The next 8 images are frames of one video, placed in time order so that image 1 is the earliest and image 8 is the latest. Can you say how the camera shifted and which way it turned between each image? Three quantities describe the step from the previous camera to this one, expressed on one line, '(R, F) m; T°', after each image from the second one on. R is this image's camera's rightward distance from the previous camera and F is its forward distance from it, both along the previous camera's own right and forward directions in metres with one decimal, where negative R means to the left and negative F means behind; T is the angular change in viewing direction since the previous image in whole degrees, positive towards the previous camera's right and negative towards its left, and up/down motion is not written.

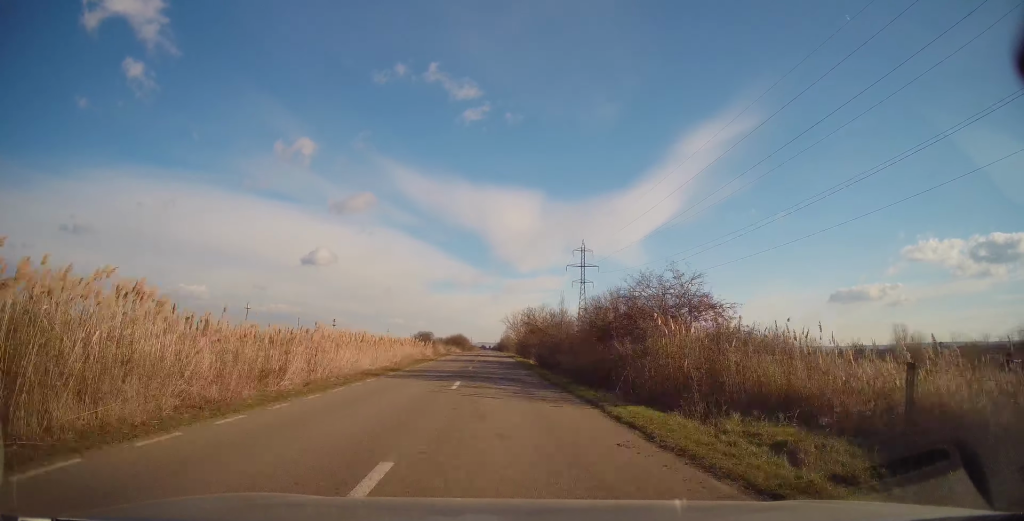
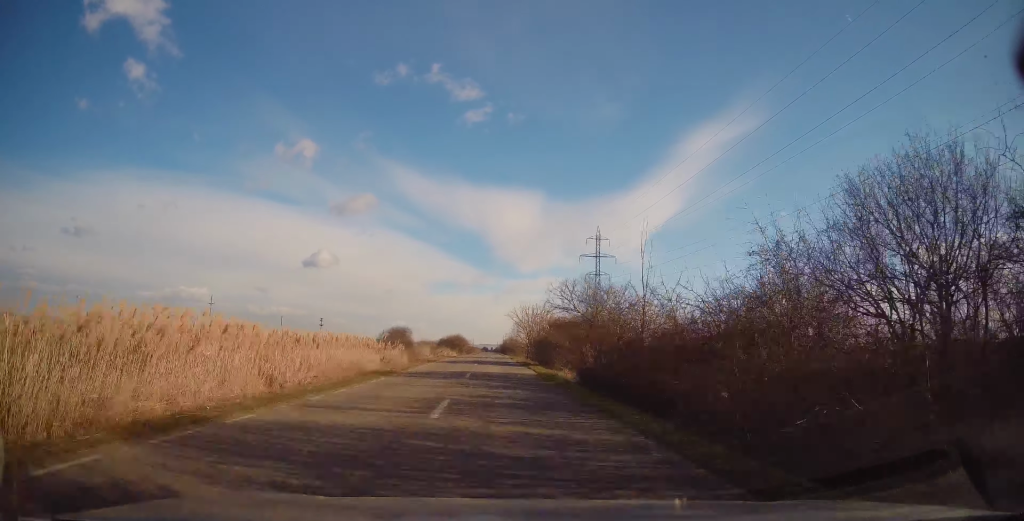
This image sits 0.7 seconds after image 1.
(0.0, +17.6) m; 0°
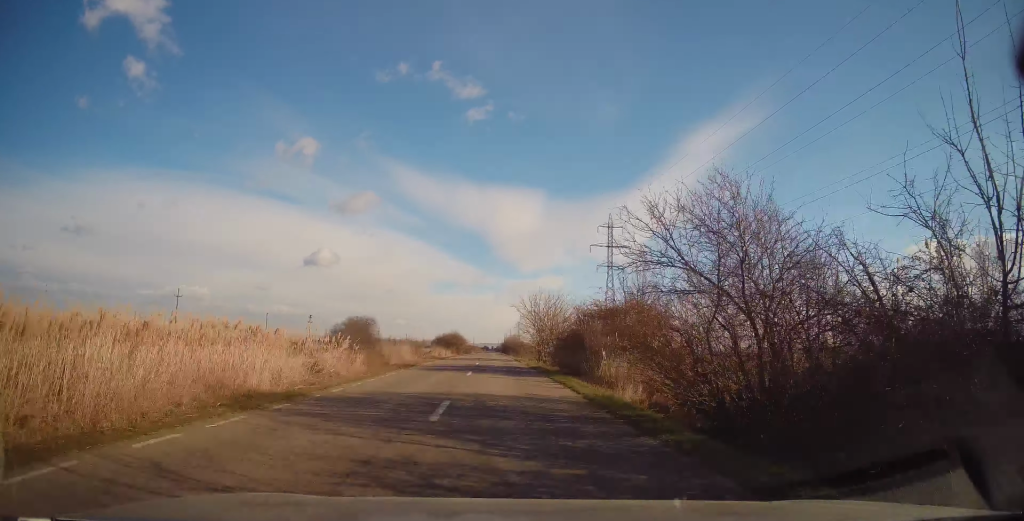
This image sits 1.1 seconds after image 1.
(0.0, +12.6) m; 0°
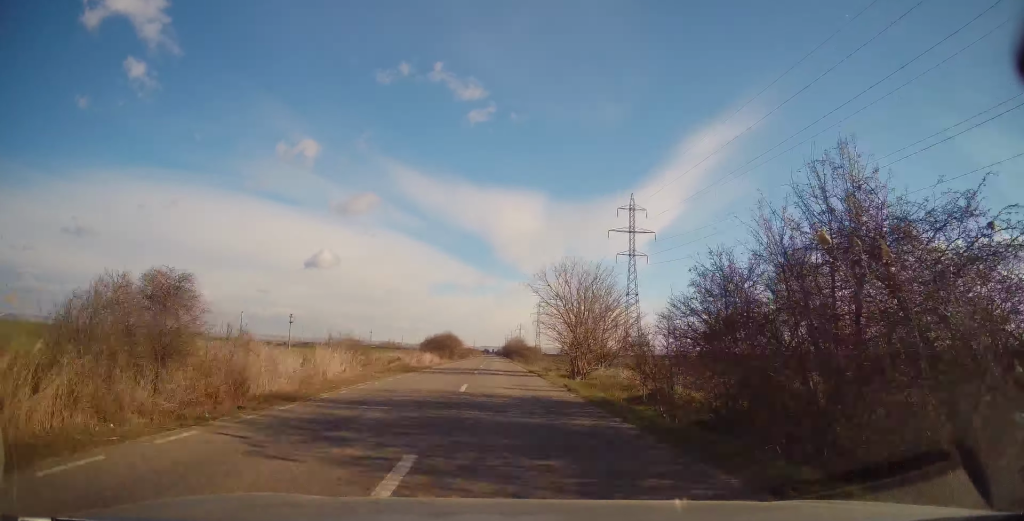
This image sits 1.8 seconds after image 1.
(0.0, +17.7) m; 0°
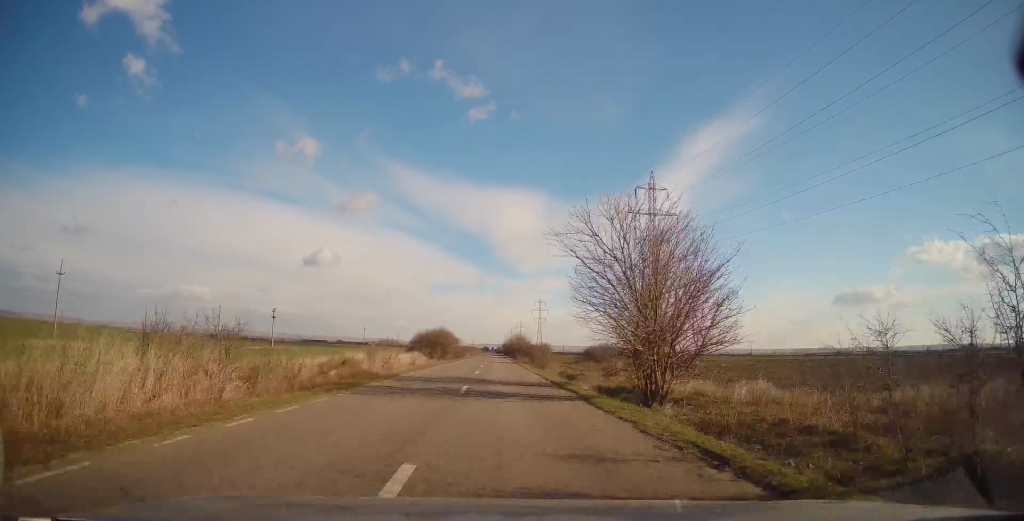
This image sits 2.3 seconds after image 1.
(0.0, +12.2) m; 0°
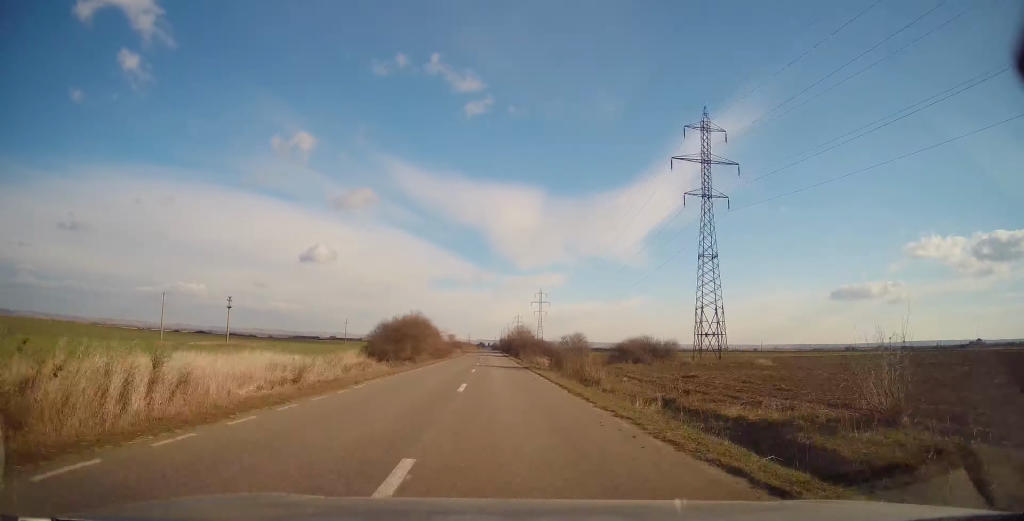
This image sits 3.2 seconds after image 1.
(0.0, +23.3) m; 0°
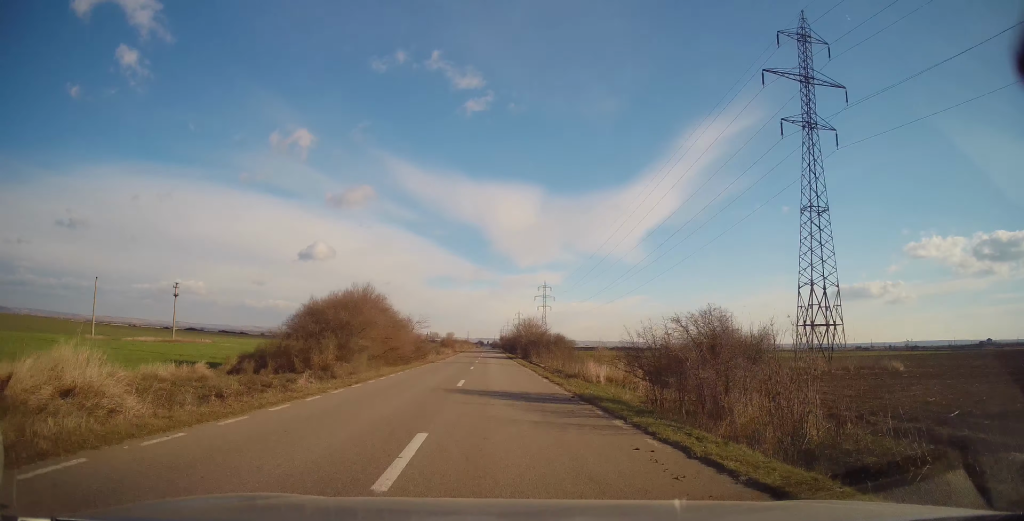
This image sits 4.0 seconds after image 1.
(0.0, +22.0) m; 0°
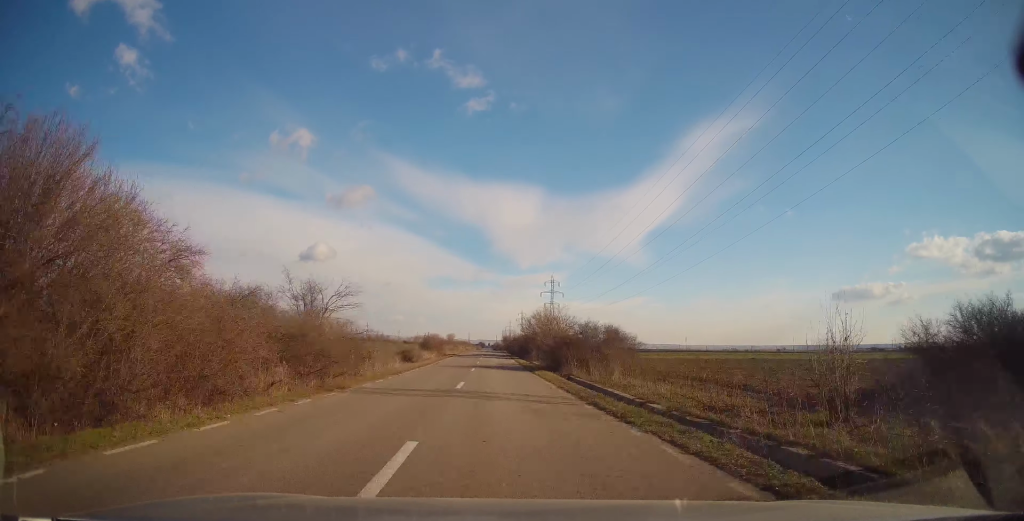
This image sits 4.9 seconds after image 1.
(0.0, +24.3) m; 0°
